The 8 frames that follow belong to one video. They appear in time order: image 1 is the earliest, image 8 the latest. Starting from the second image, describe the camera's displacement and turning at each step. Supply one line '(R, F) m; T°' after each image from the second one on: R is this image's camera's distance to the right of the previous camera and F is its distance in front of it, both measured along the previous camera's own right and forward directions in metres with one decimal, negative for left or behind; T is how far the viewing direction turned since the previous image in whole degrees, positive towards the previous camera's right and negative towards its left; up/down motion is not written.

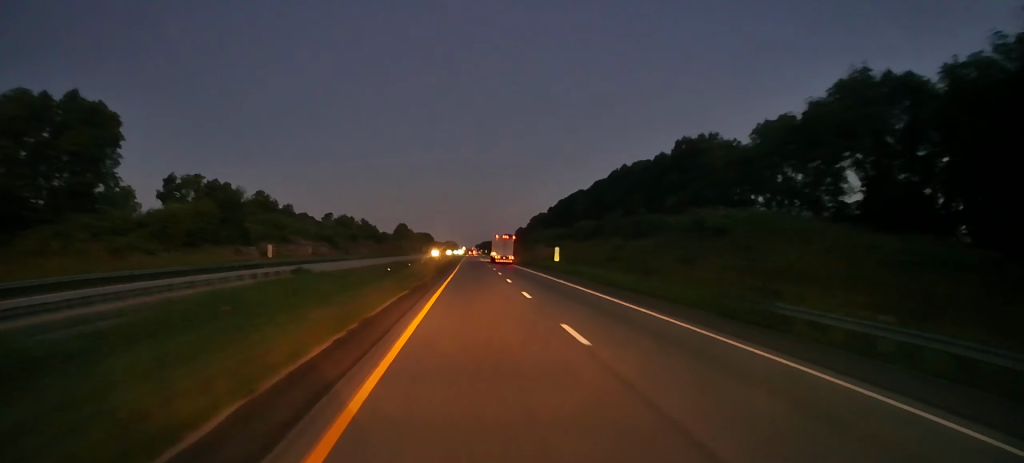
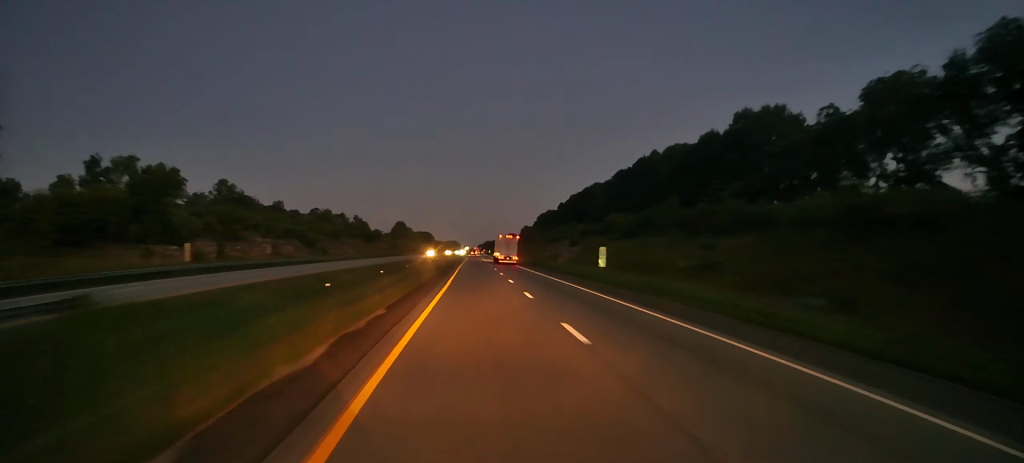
(-0.2, +23.9) m; 0°
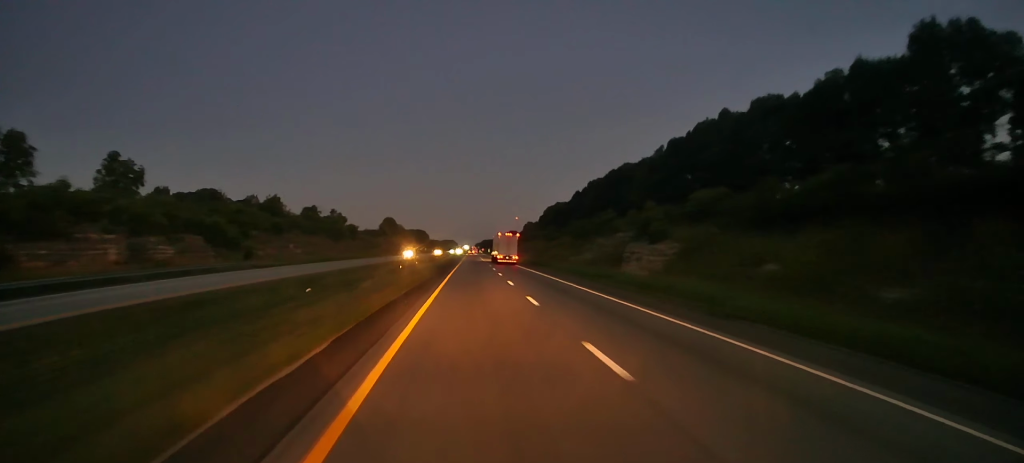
(+0.4, +40.0) m; 0°
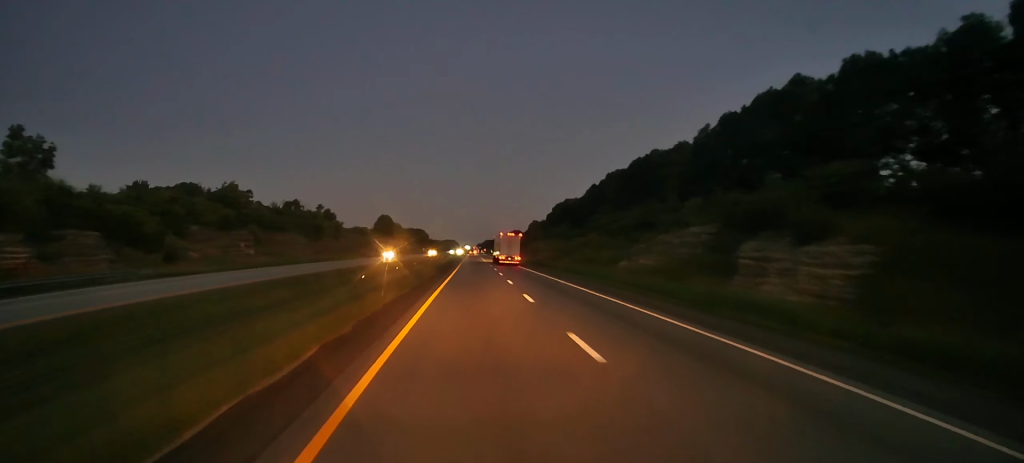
(-0.2, +22.7) m; 0°
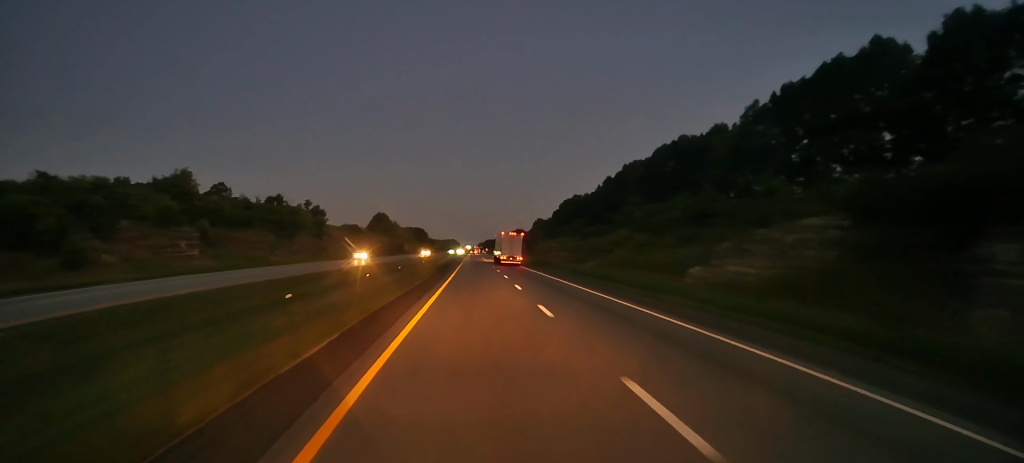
(+0.1, +17.3) m; 0°
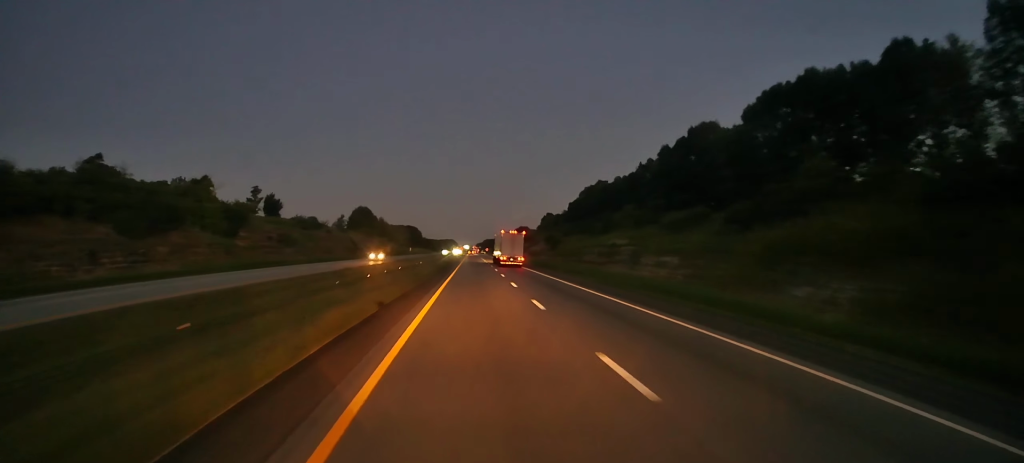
(-0.1, +46.2) m; 0°
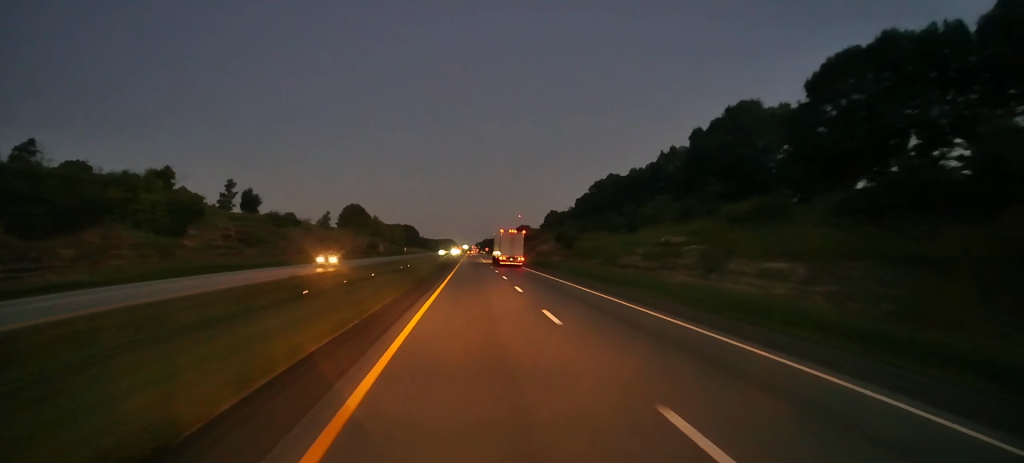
(-0.1, +16.0) m; 0°
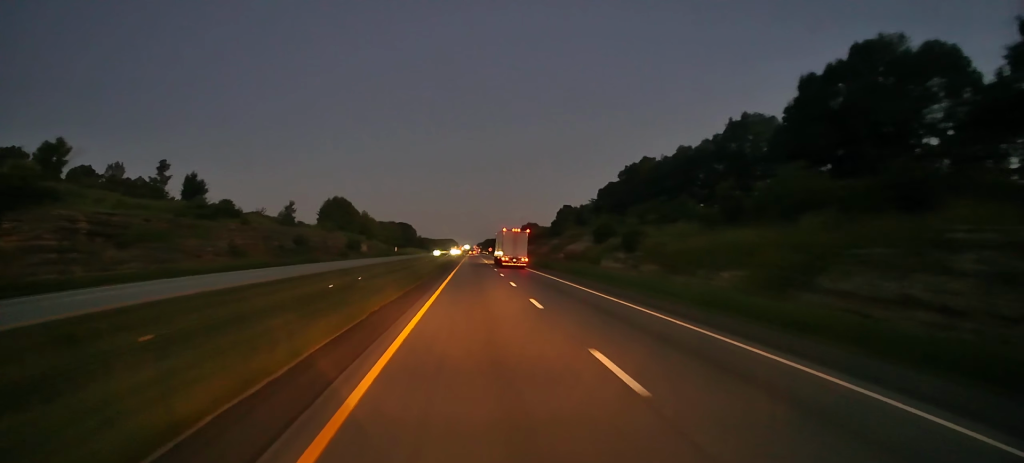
(0.0, +31.8) m; 0°
